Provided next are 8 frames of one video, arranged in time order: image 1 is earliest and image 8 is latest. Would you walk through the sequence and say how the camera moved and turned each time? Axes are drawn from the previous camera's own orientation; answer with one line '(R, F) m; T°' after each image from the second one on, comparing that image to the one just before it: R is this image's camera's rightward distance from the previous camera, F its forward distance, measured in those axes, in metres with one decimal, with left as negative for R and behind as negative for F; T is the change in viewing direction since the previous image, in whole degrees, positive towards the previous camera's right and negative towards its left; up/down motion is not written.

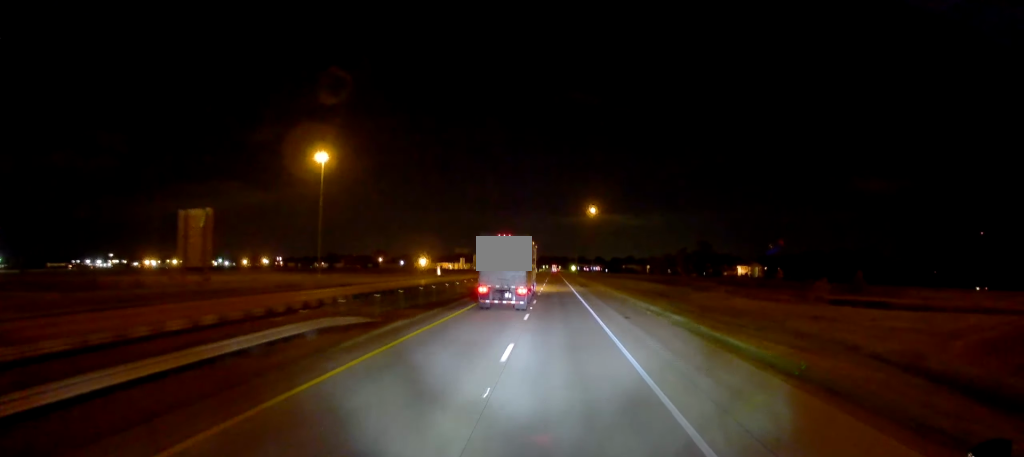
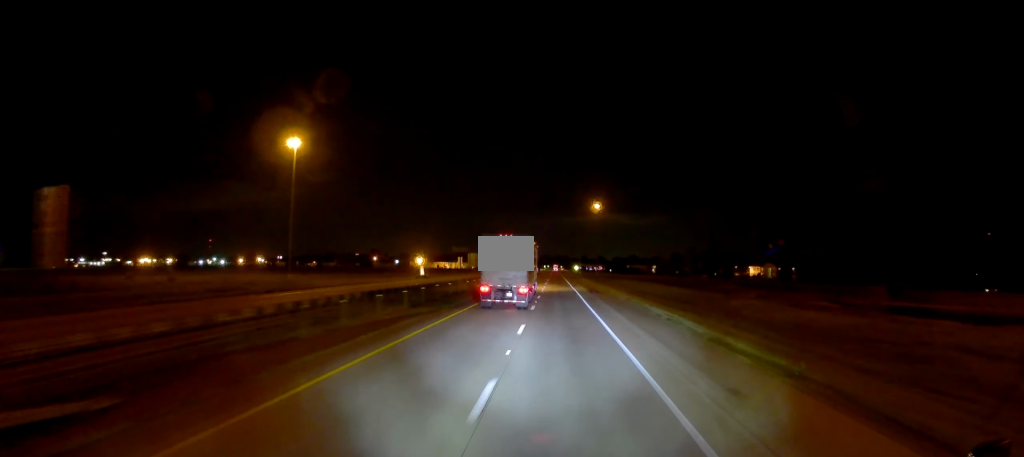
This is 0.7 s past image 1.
(-0.2, +18.4) m; 0°
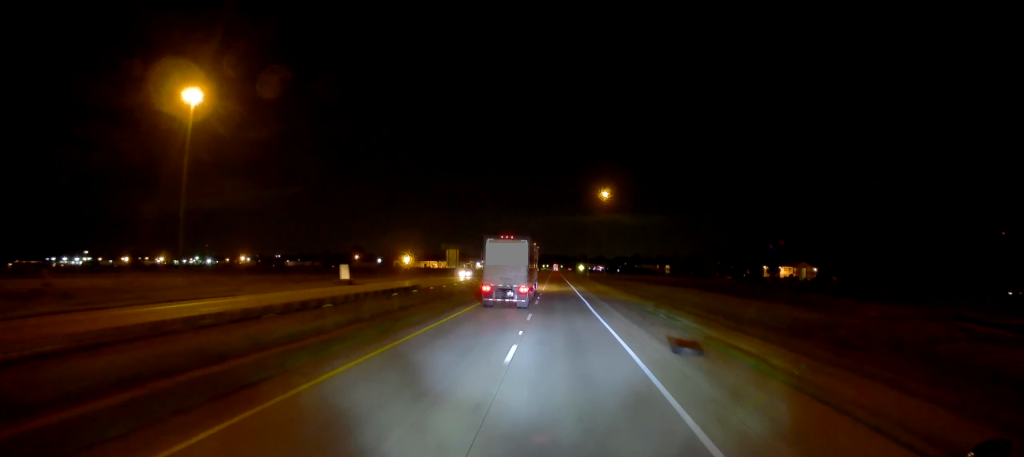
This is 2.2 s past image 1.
(+0.1, +42.5) m; +1°
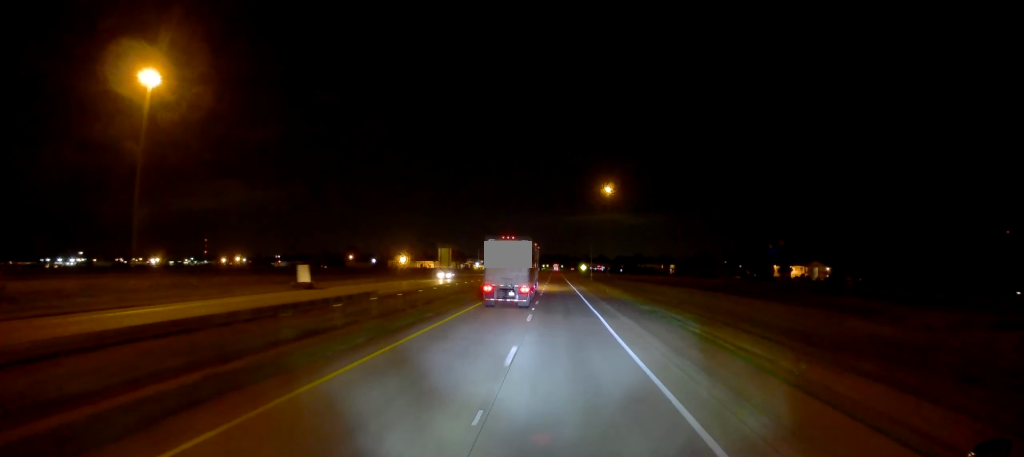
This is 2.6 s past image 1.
(+0.1, +11.5) m; 0°
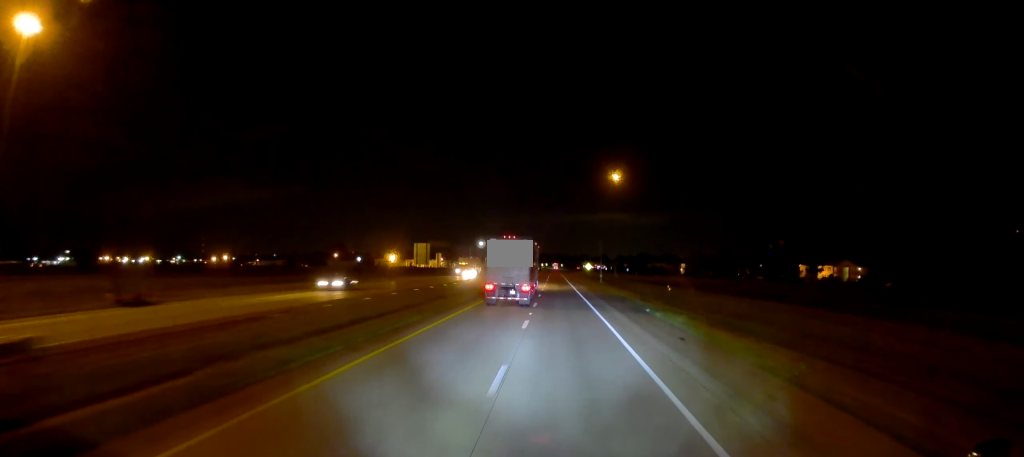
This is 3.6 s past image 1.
(0.0, +28.2) m; -1°
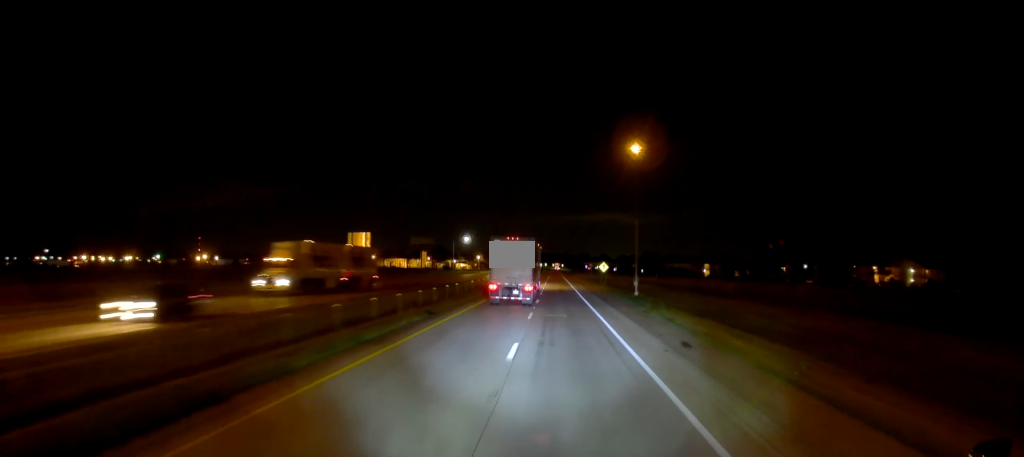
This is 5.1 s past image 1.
(0.0, +44.1) m; 0°
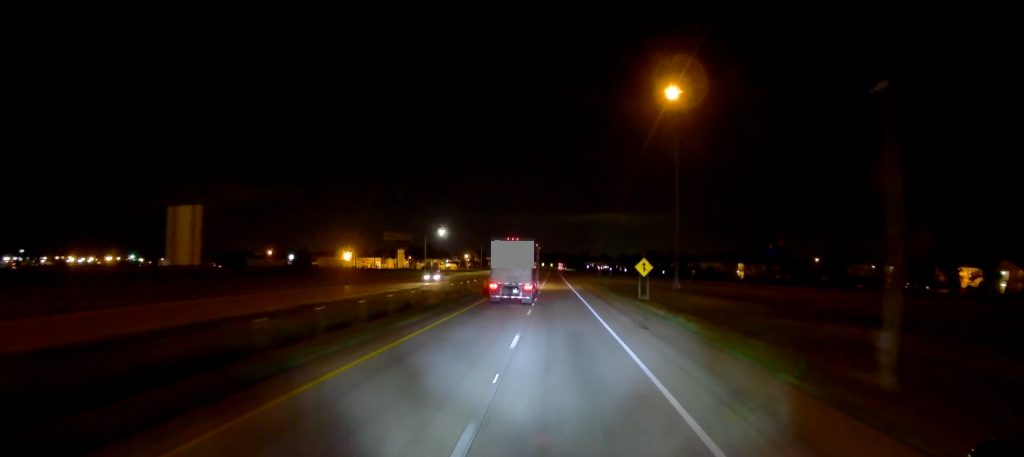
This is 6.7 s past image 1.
(-0.1, +47.0) m; +1°
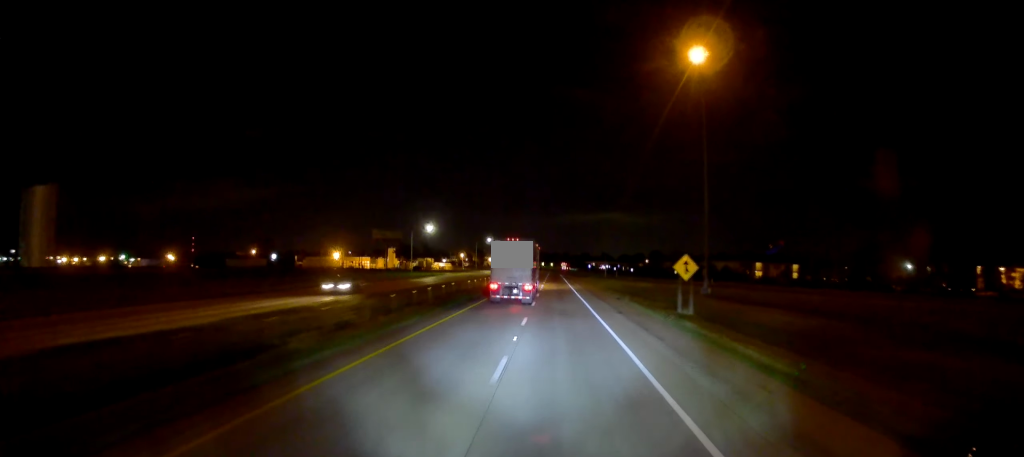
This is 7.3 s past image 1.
(+0.3, +17.0) m; 0°
